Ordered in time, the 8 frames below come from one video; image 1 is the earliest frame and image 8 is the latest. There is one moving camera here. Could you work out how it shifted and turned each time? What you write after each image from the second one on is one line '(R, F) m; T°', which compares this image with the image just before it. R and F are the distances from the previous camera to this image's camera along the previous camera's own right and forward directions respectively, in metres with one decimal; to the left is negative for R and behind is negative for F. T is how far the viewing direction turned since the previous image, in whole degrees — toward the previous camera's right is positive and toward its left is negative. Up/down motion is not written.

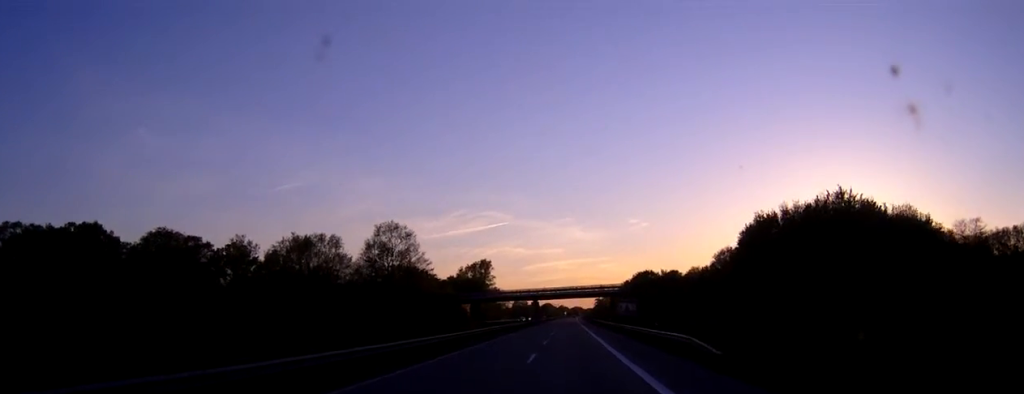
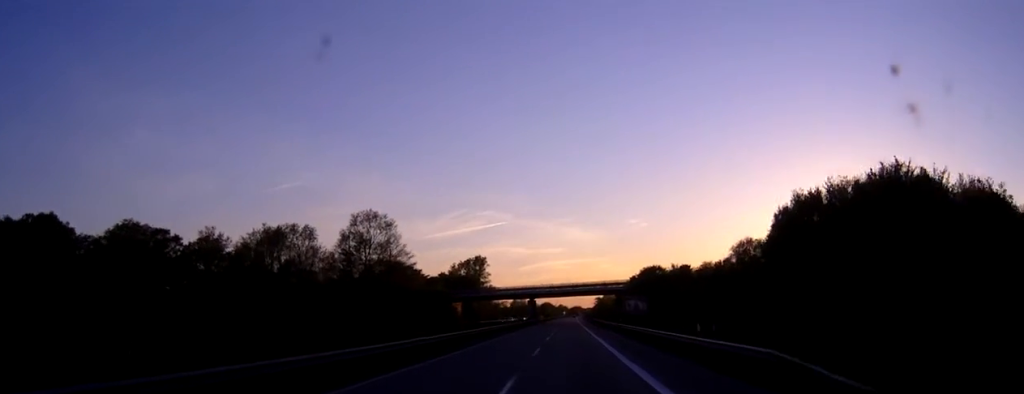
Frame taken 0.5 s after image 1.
(0.0, +13.3) m; 0°
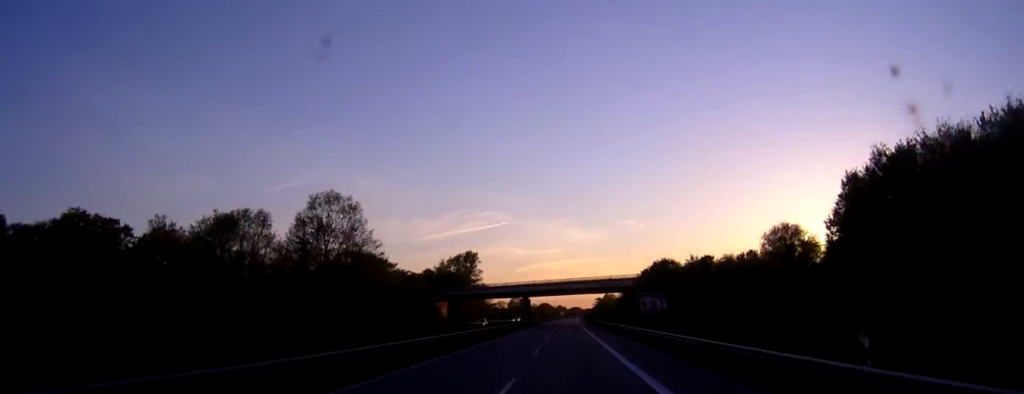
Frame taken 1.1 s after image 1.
(0.0, +18.0) m; 0°
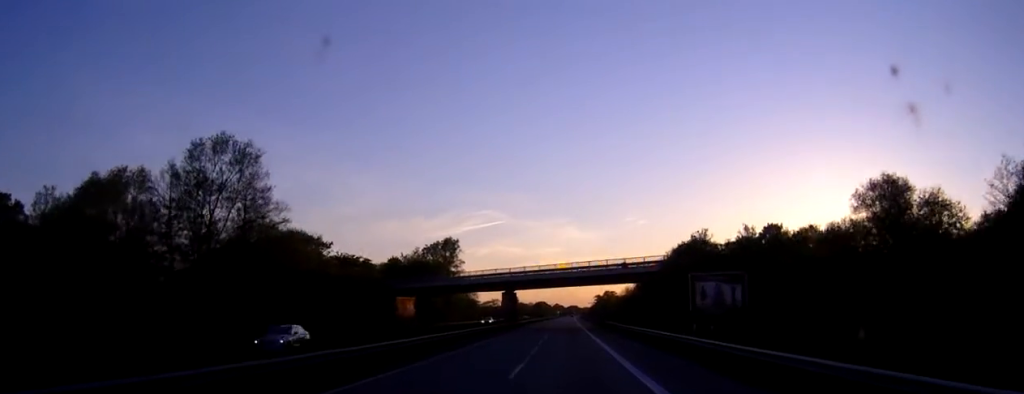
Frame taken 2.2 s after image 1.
(0.0, +30.3) m; 0°
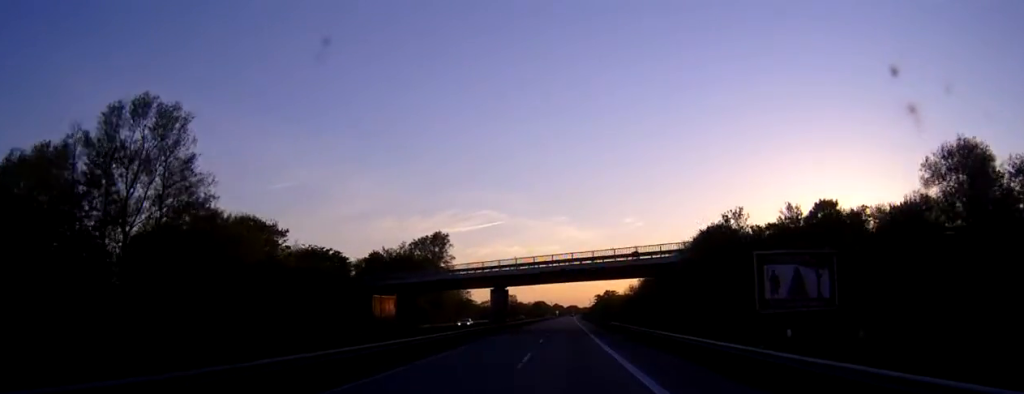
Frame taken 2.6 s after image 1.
(0.0, +13.2) m; 0°
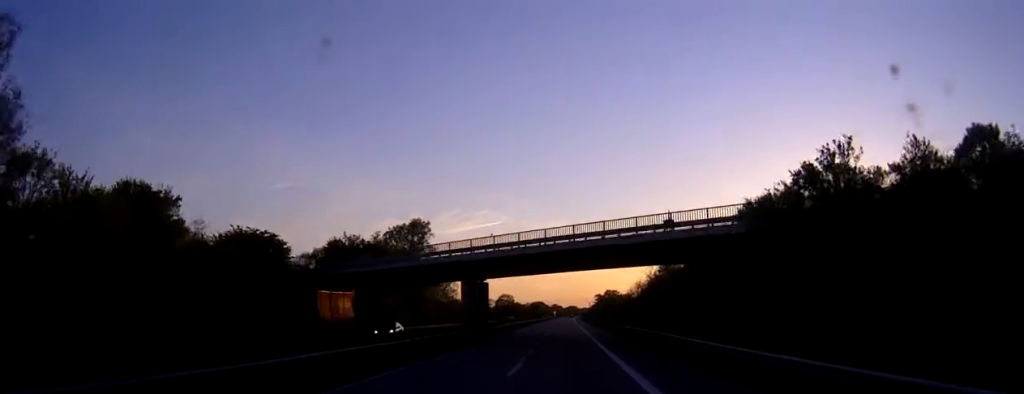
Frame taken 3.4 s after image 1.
(0.0, +20.8) m; 0°
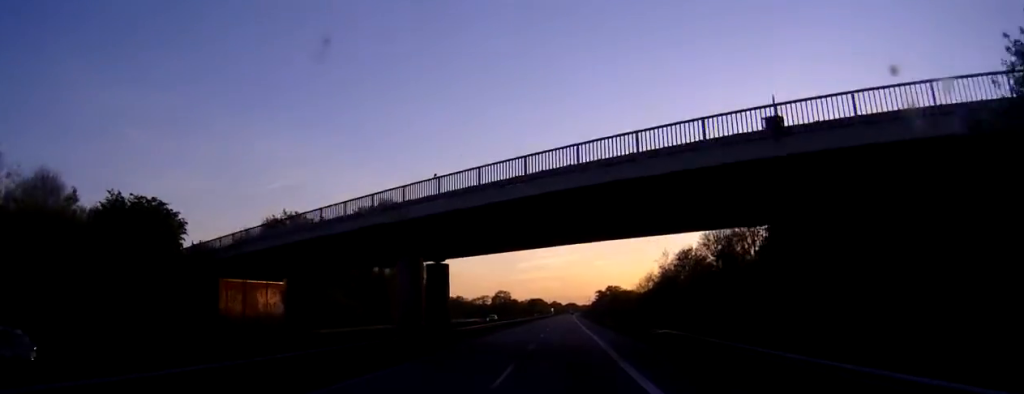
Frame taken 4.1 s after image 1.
(-0.1, +21.7) m; 0°
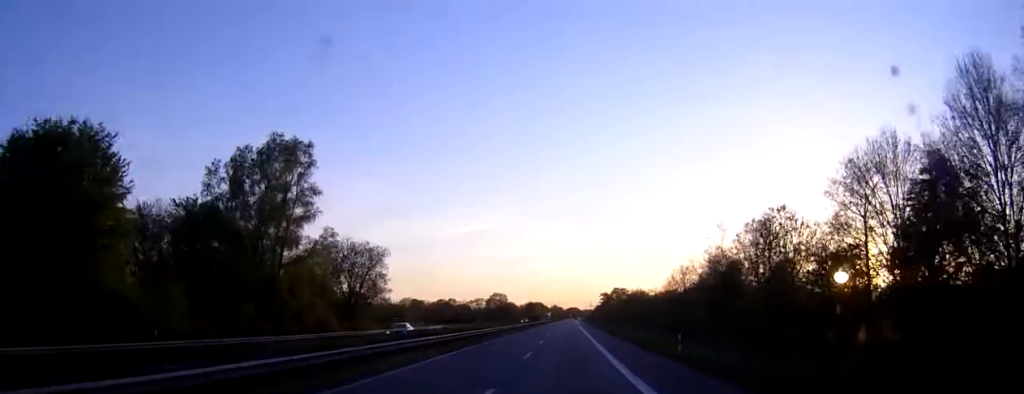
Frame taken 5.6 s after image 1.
(0.0, +42.4) m; 0°
